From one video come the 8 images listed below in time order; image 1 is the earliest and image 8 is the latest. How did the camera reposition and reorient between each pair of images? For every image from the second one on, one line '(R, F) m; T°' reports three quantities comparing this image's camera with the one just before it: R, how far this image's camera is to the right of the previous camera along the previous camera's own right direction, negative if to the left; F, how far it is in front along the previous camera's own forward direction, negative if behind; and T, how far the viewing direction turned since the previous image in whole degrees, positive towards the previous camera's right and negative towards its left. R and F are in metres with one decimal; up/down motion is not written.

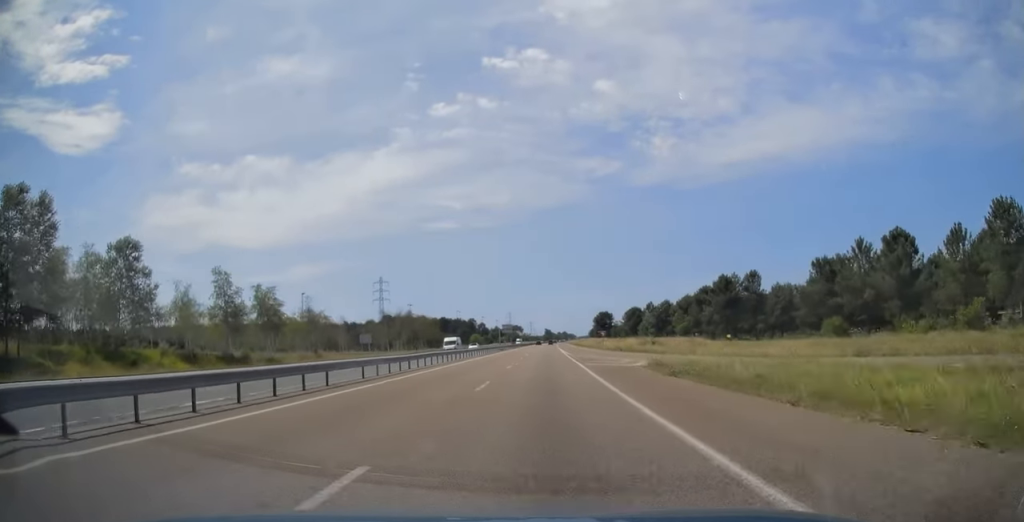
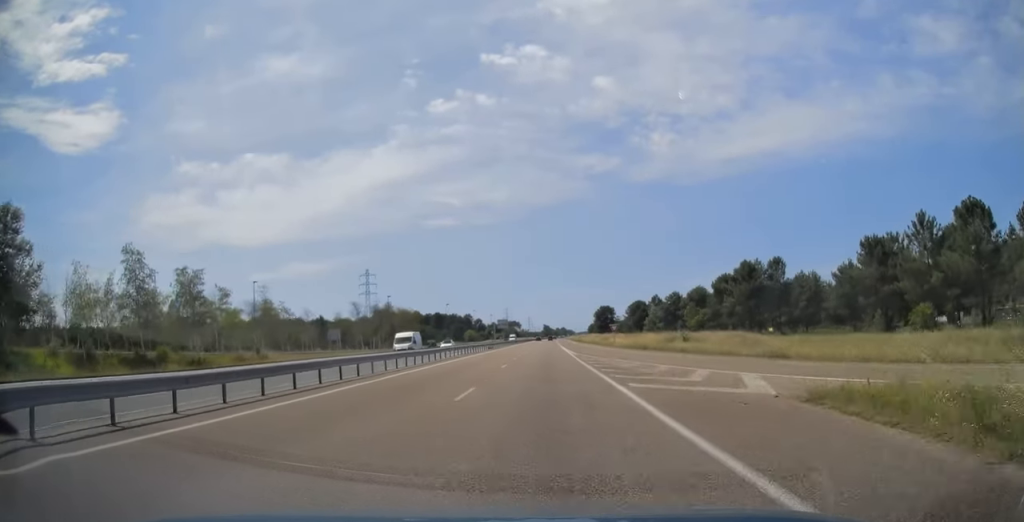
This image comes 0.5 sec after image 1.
(+0.1, +16.7) m; 0°
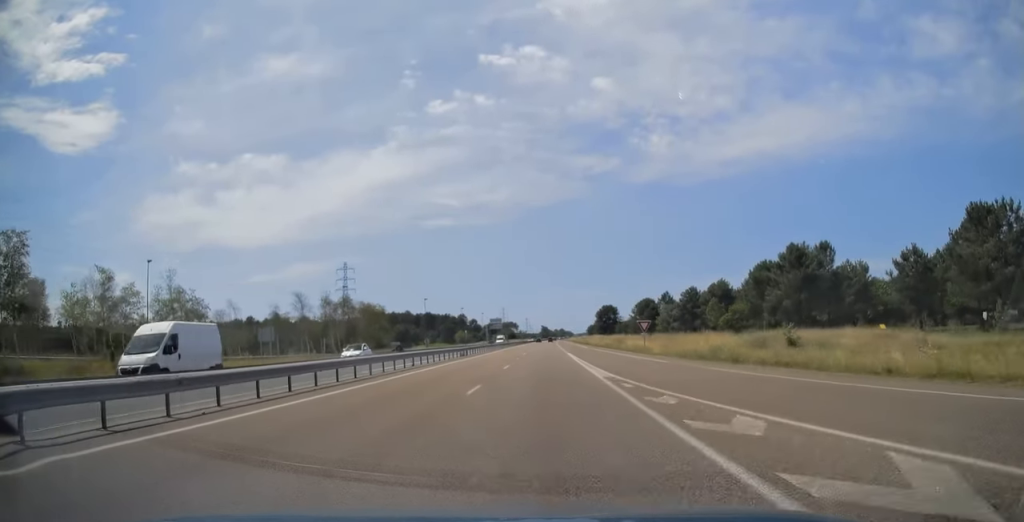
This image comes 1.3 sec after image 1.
(0.0, +24.2) m; 0°
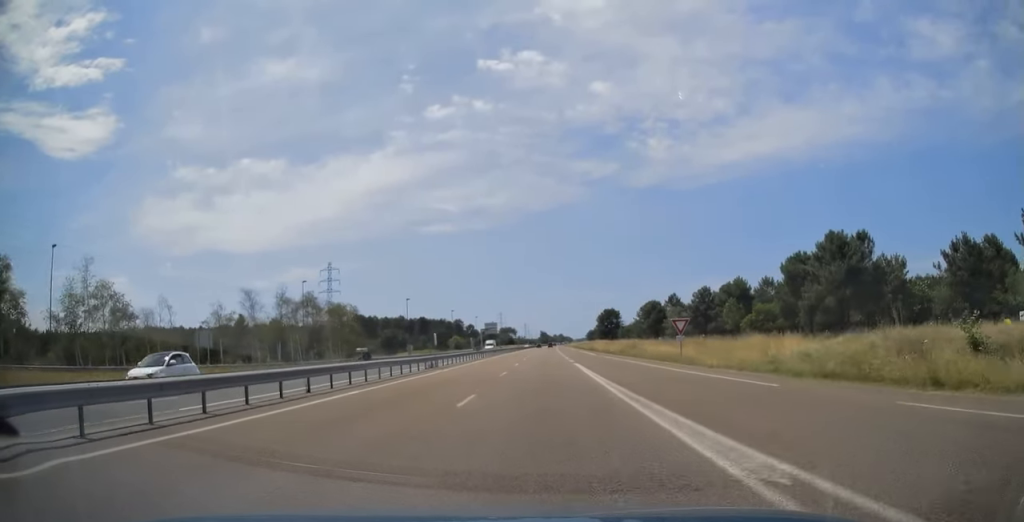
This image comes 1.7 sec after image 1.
(0.0, +14.5) m; 0°
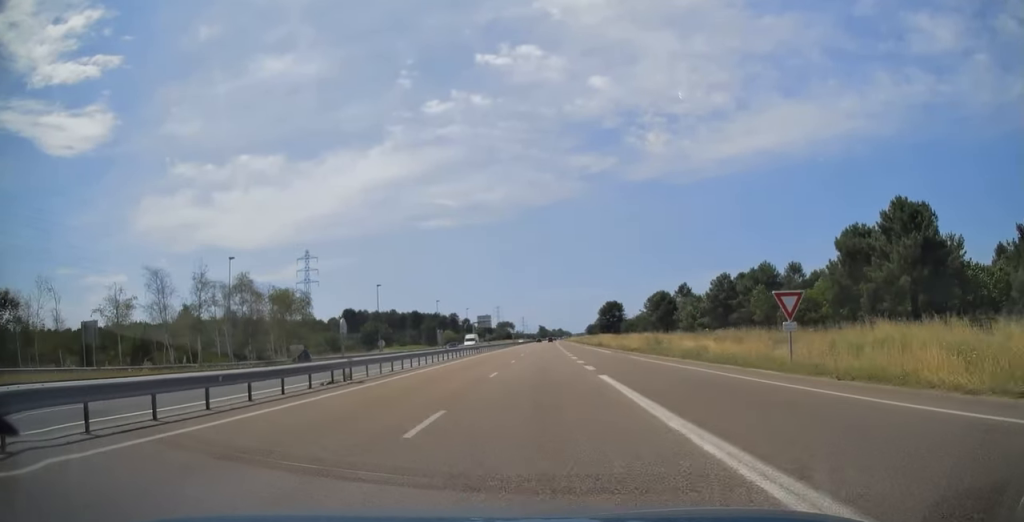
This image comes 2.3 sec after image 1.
(0.0, +17.7) m; 0°
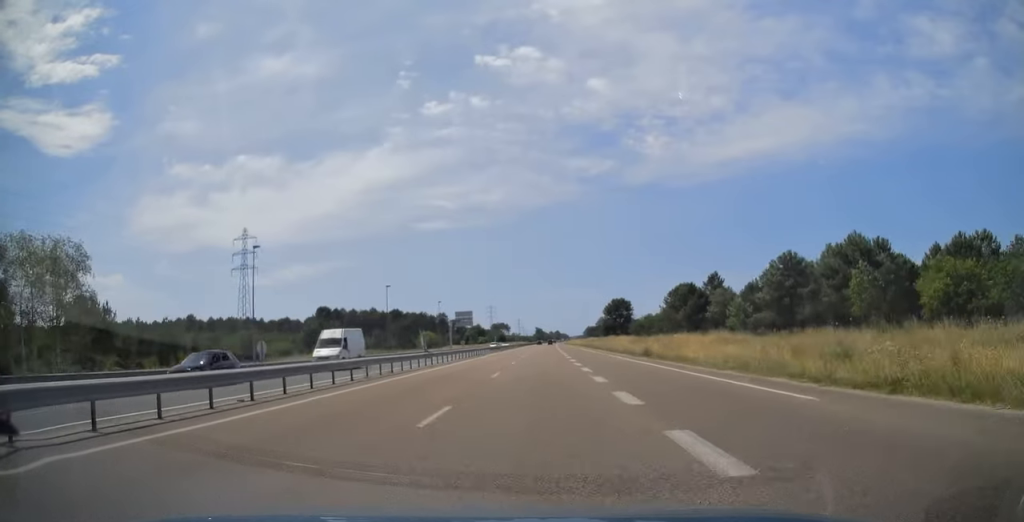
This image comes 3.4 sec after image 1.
(-0.1, +37.6) m; +1°
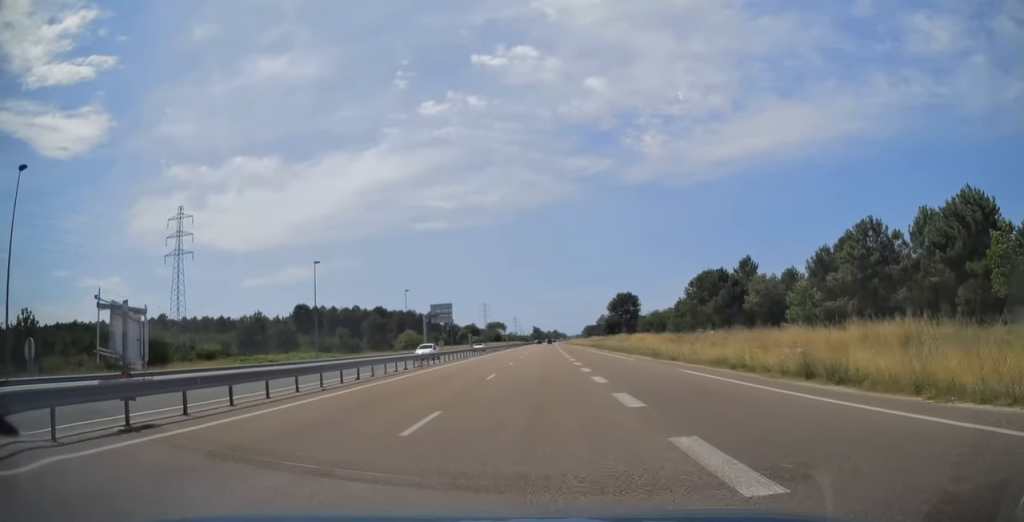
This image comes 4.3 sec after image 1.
(+0.4, +26.9) m; 0°
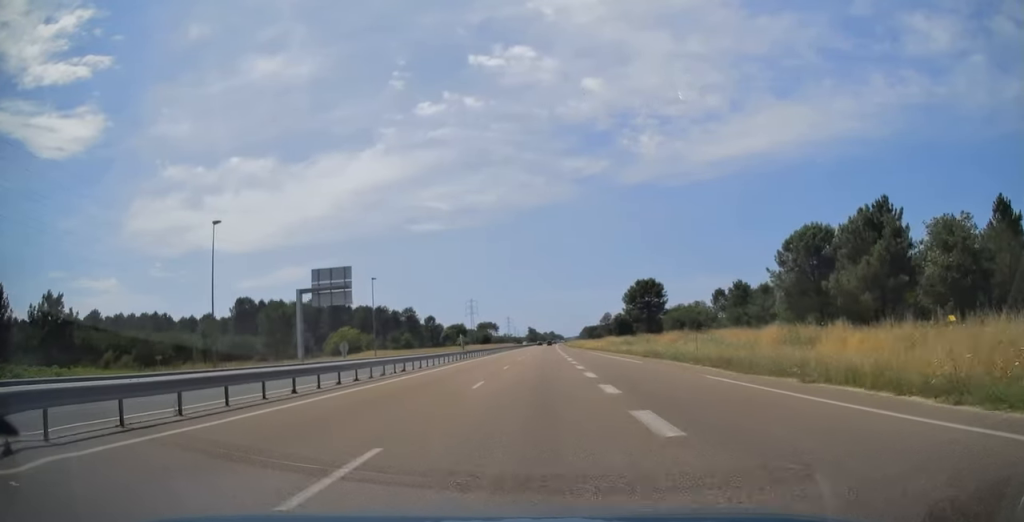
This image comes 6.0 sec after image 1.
(-0.1, +55.8) m; 0°
